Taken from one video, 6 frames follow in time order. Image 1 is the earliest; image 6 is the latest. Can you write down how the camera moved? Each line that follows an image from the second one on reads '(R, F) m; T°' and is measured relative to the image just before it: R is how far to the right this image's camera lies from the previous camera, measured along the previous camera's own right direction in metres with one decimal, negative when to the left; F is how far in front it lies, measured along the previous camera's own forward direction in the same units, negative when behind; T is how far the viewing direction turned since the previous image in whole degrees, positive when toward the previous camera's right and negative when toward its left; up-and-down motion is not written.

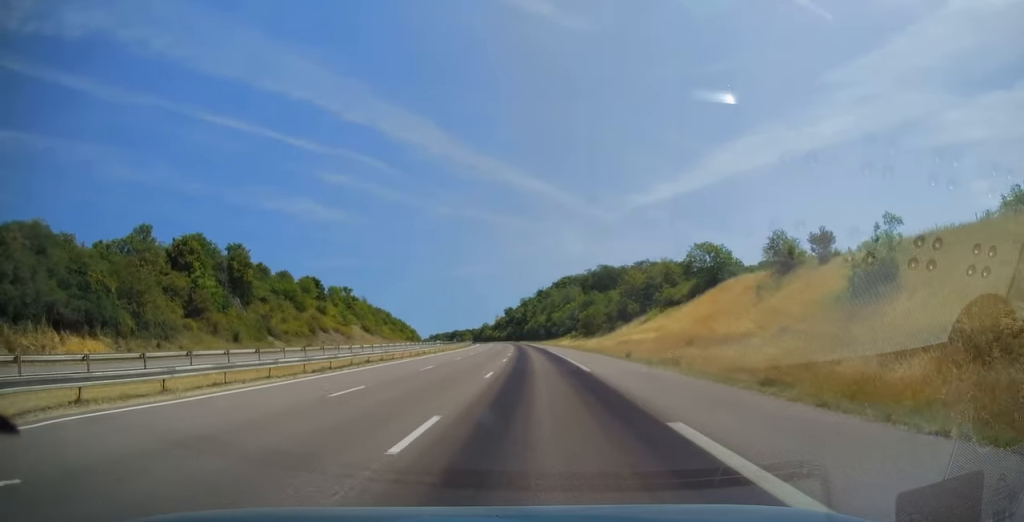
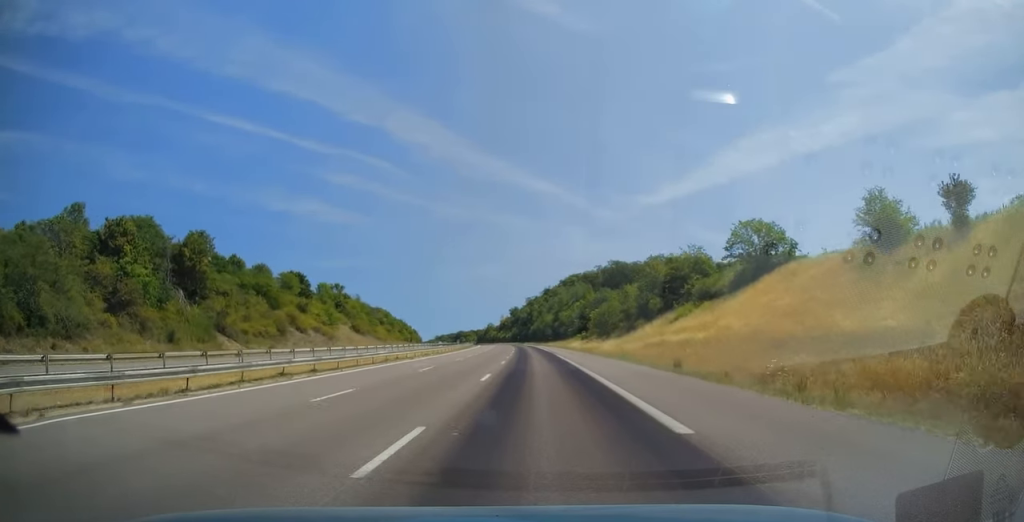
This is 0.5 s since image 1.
(+0.1, +14.6) m; -1°
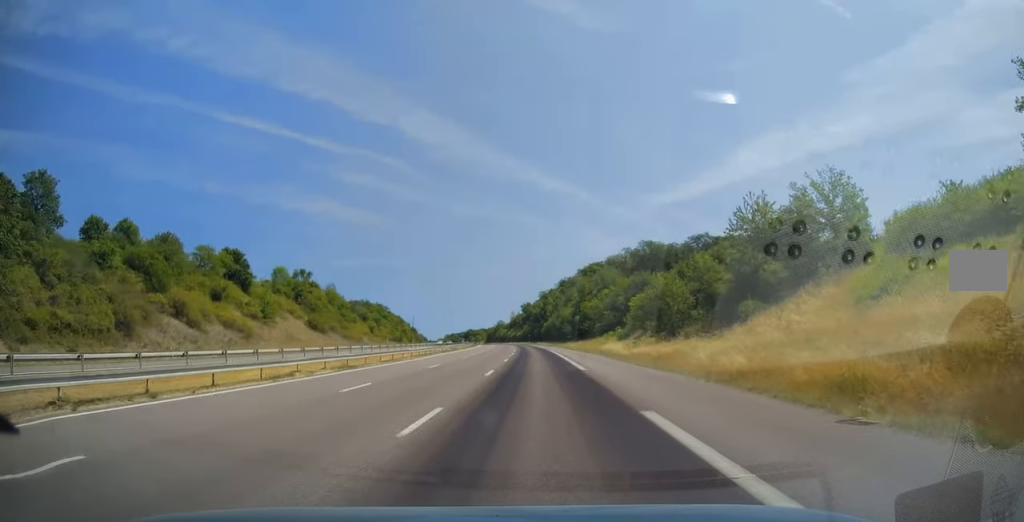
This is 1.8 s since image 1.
(-1.0, +38.3) m; -1°
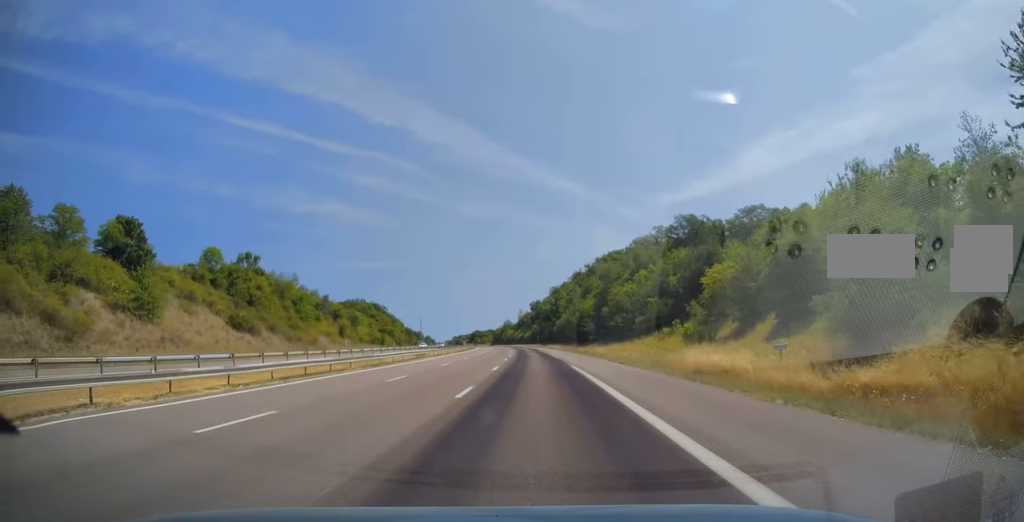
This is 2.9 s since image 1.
(+0.3, +34.7) m; -1°
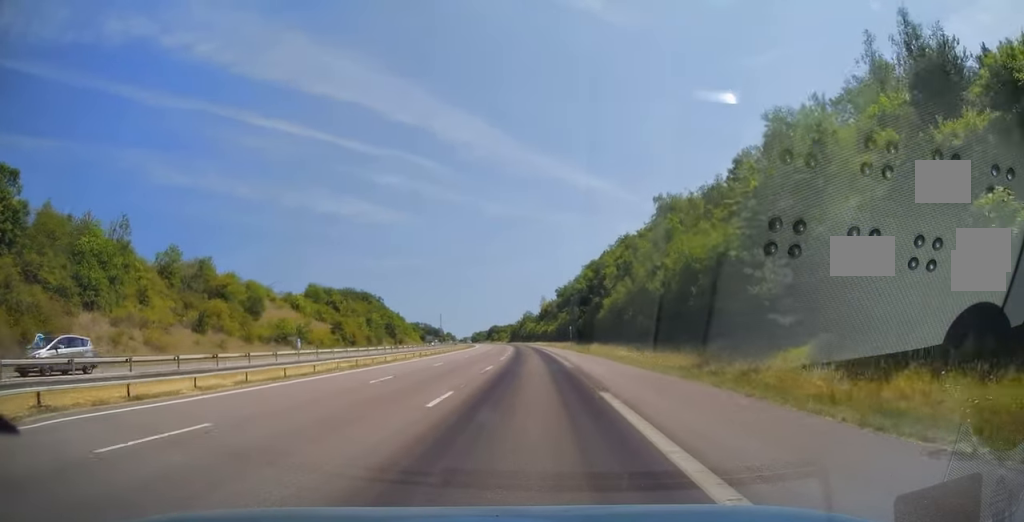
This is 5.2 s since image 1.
(-1.9, +70.2) m; -2°
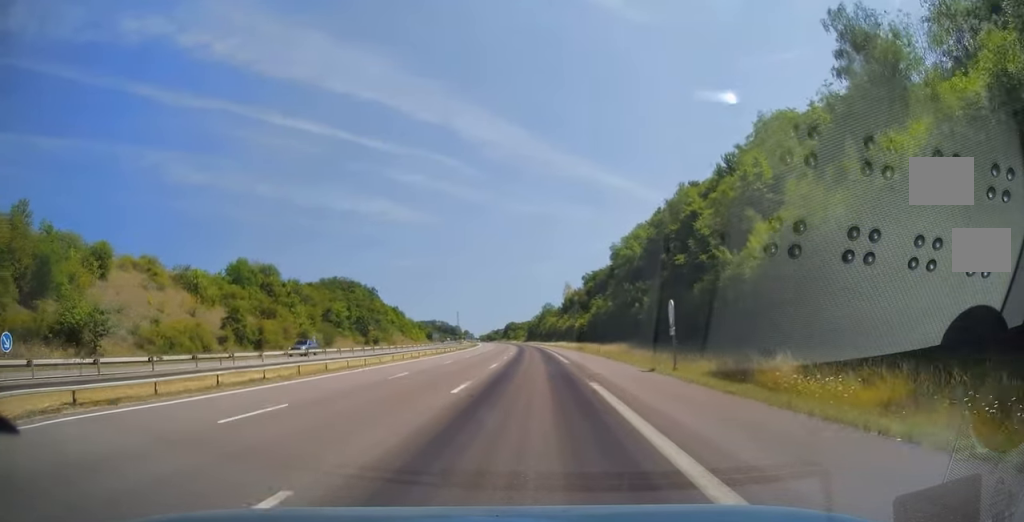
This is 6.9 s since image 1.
(-1.3, +50.9) m; -3°
